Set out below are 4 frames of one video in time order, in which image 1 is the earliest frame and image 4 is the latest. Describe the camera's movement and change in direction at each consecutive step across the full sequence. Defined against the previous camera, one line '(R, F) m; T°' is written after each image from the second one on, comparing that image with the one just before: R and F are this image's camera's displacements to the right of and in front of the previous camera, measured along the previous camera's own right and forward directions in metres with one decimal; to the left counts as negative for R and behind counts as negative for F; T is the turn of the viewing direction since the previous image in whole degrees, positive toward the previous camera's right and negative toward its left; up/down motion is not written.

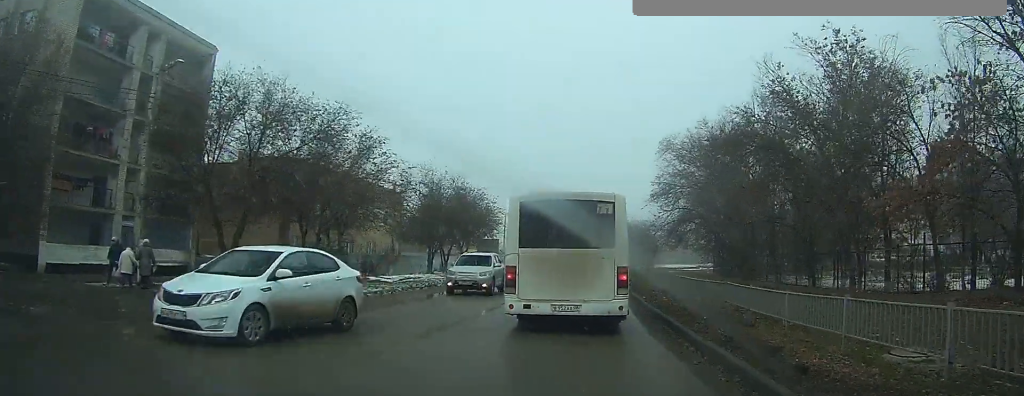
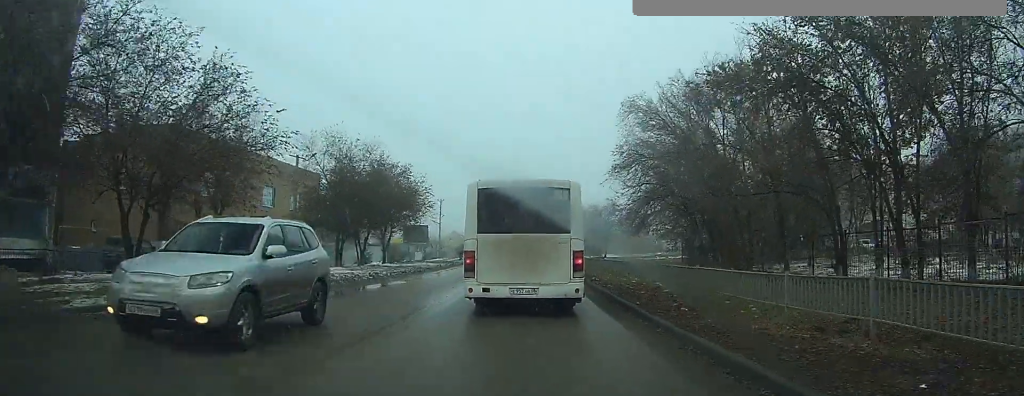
(+1.0, +10.2) m; +9°
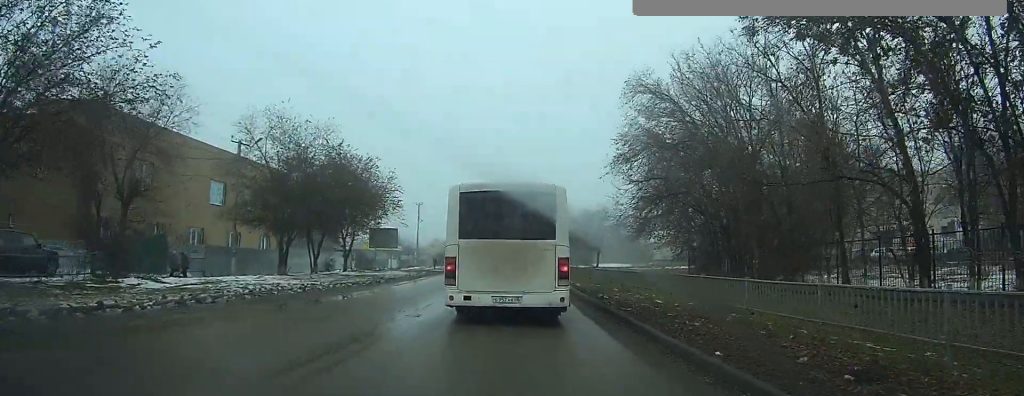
(+0.4, +7.8) m; +3°
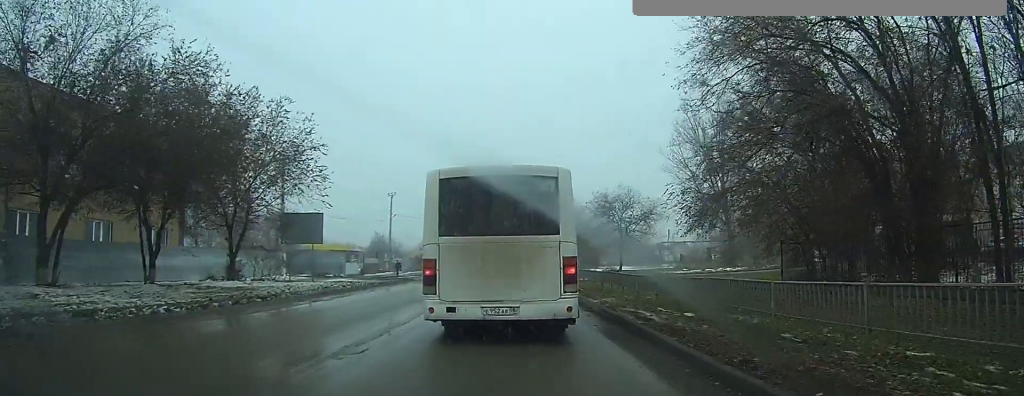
(+0.7, +17.6) m; +4°
